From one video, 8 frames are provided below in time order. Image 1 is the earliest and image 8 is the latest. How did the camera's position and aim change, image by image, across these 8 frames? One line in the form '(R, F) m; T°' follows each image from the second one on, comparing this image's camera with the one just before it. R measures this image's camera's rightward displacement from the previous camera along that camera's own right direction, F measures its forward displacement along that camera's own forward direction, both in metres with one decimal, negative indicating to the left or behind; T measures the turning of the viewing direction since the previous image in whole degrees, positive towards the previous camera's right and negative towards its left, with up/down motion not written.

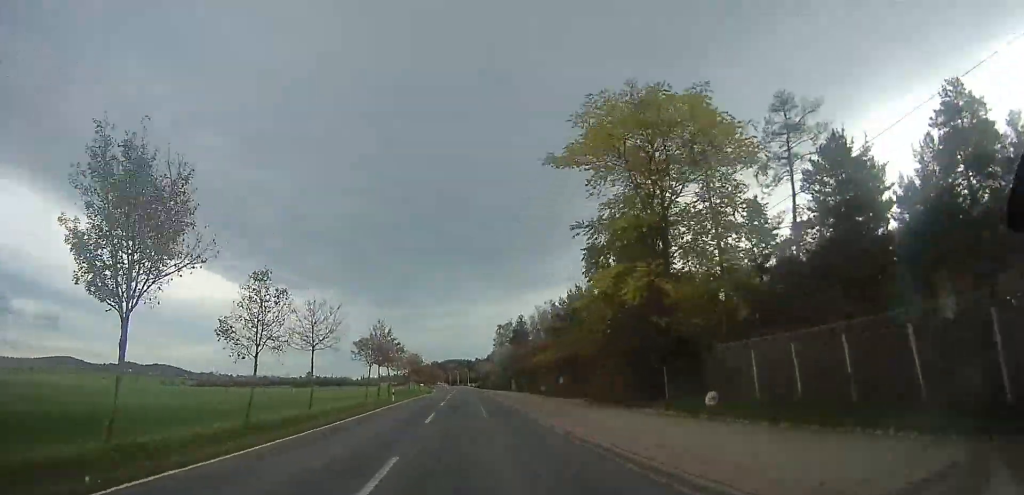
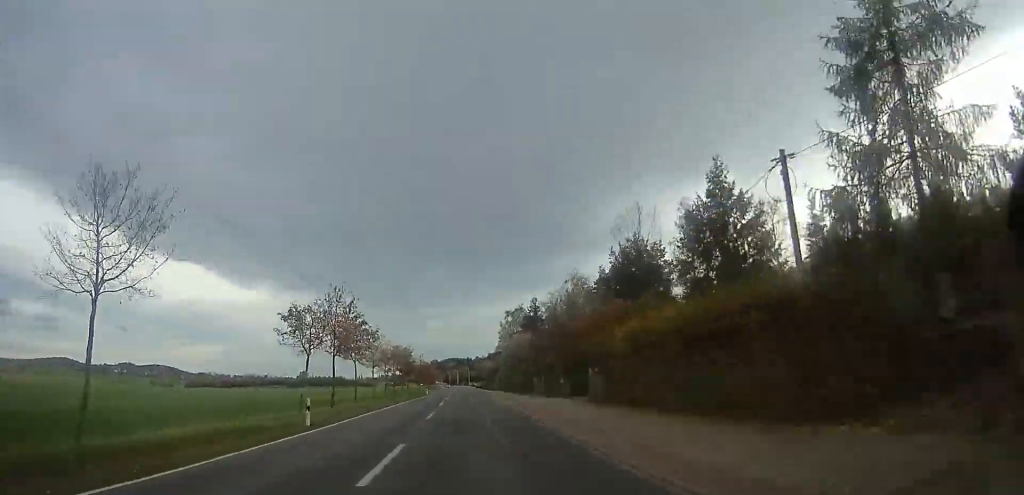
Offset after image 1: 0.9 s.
(+0.3, +22.1) m; +1°
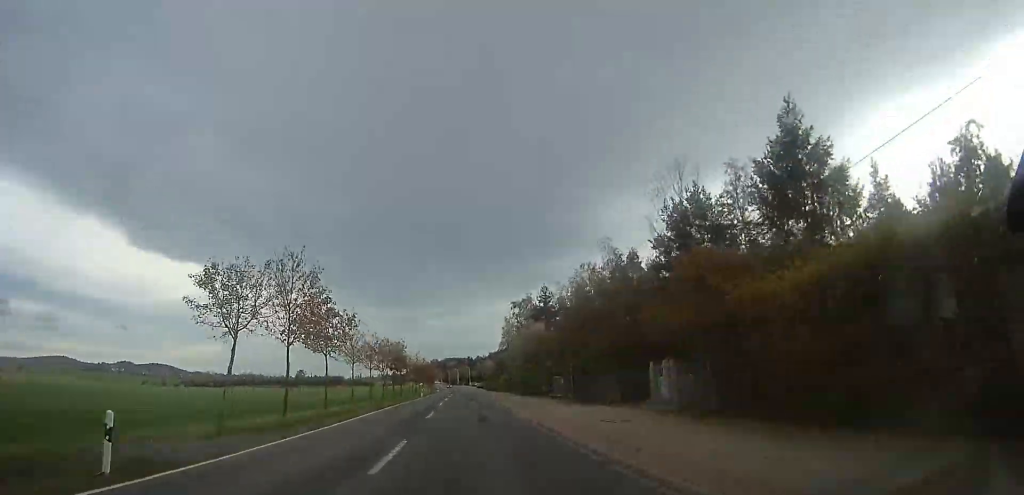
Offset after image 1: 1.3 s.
(+0.4, +11.1) m; 0°
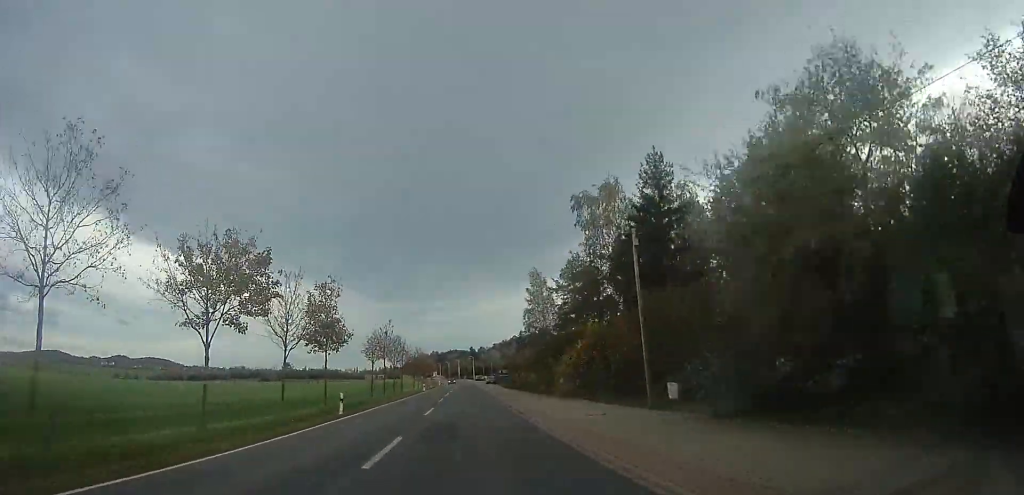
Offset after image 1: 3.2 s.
(-0.5, +47.5) m; 0°
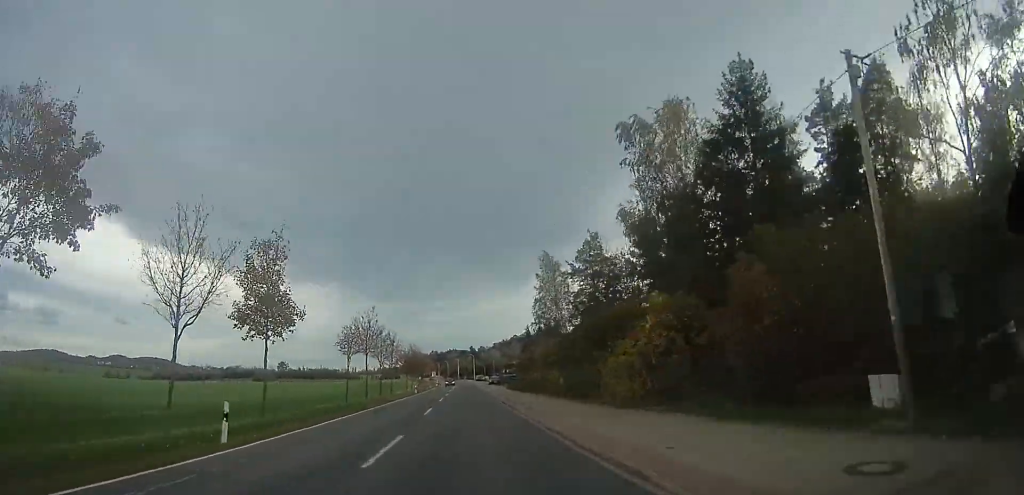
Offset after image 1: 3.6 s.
(+0.1, +11.8) m; 0°
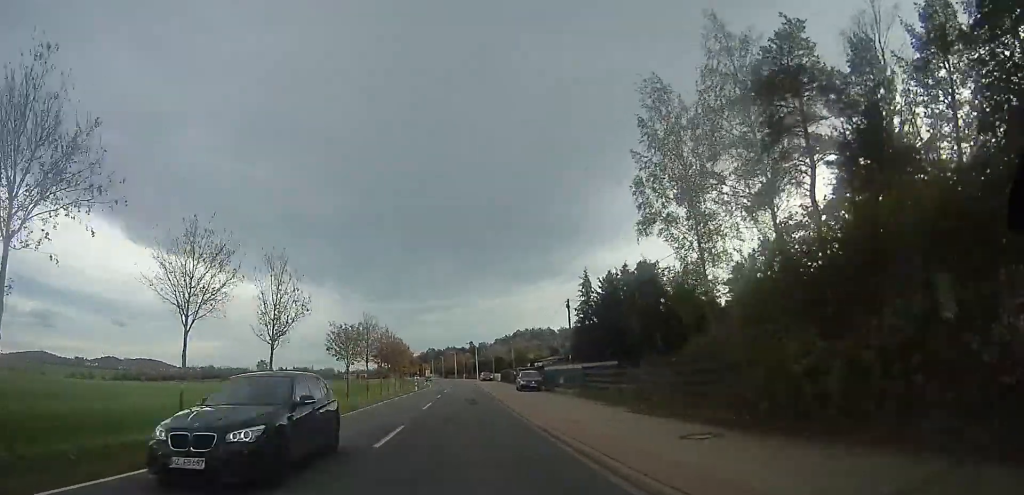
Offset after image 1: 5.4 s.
(-2.4, +45.2) m; -6°
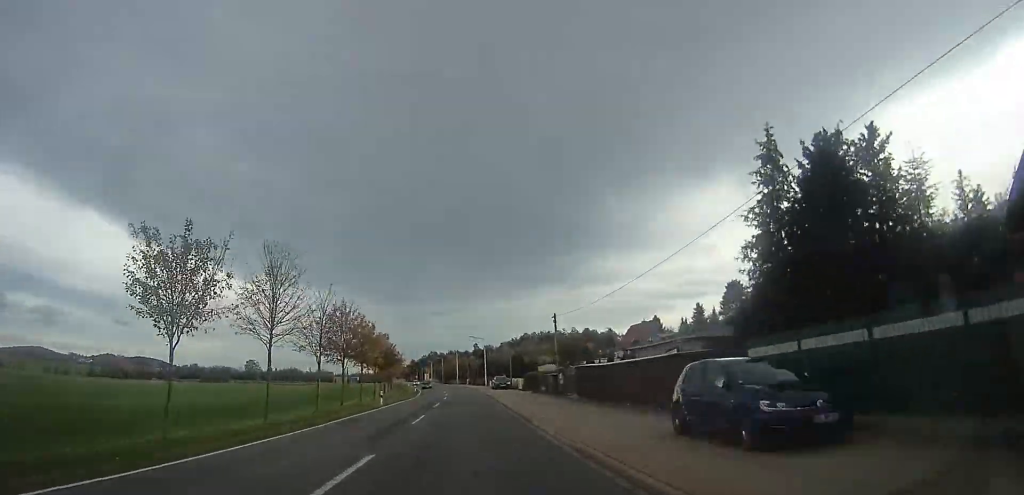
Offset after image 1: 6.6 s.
(-0.1, +29.0) m; 0°
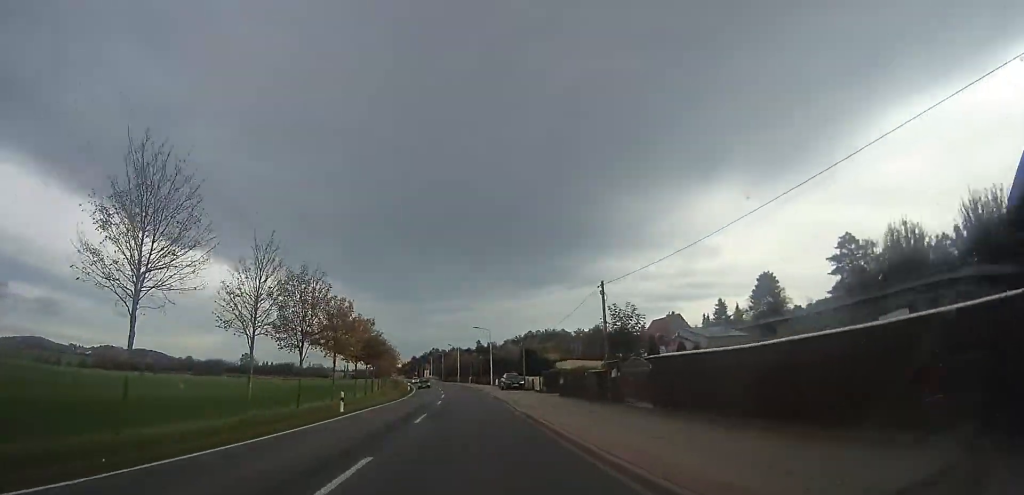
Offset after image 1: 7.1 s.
(0.0, +12.3) m; 0°
